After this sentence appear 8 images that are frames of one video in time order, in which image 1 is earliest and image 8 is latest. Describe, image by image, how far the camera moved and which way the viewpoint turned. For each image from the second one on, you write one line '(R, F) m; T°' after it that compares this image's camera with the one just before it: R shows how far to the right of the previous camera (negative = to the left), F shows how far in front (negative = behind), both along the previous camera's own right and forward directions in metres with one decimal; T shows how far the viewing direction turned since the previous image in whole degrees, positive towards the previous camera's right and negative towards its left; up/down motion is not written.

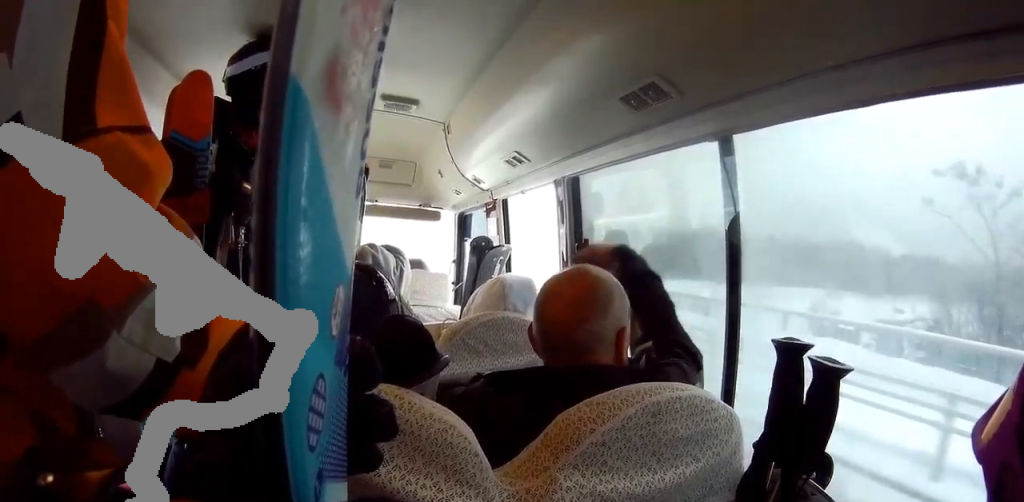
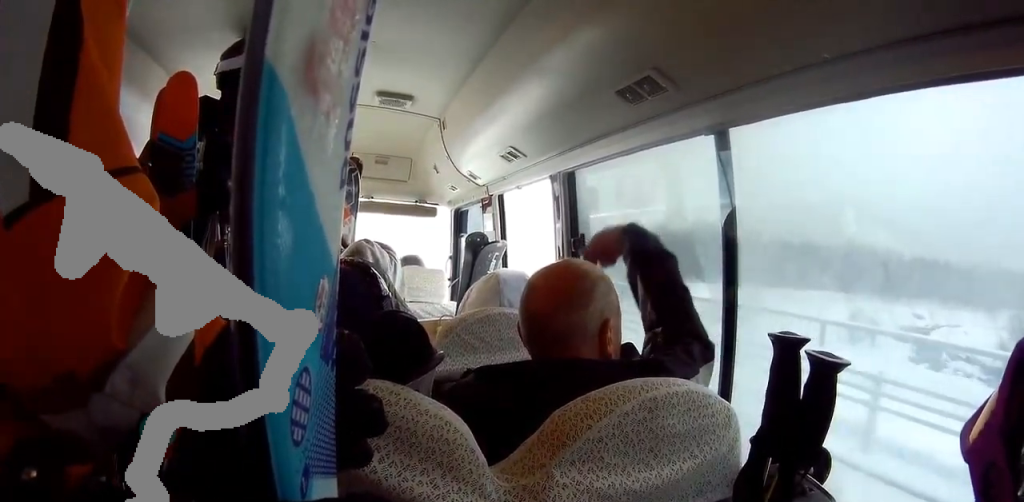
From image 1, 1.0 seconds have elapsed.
(+0.3, +10.8) m; +1°
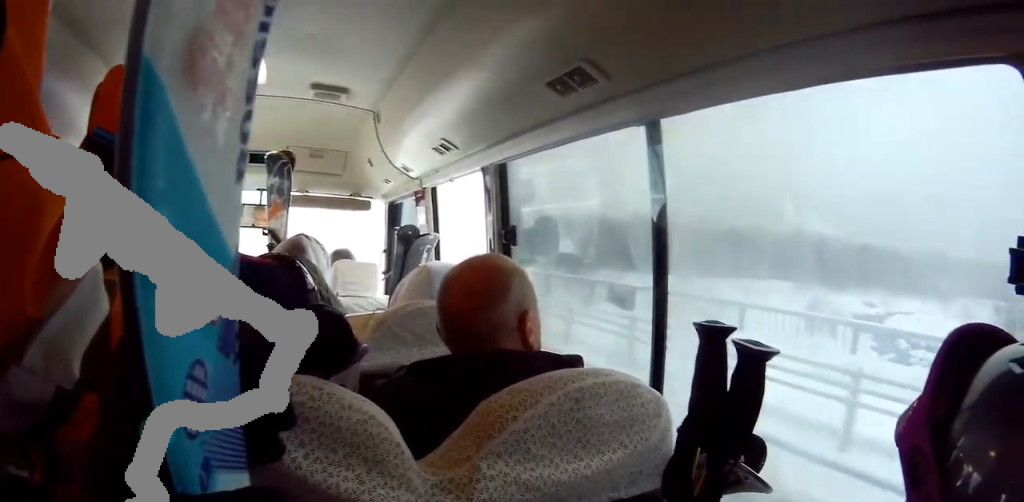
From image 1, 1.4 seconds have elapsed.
(+0.4, +4.4) m; 0°
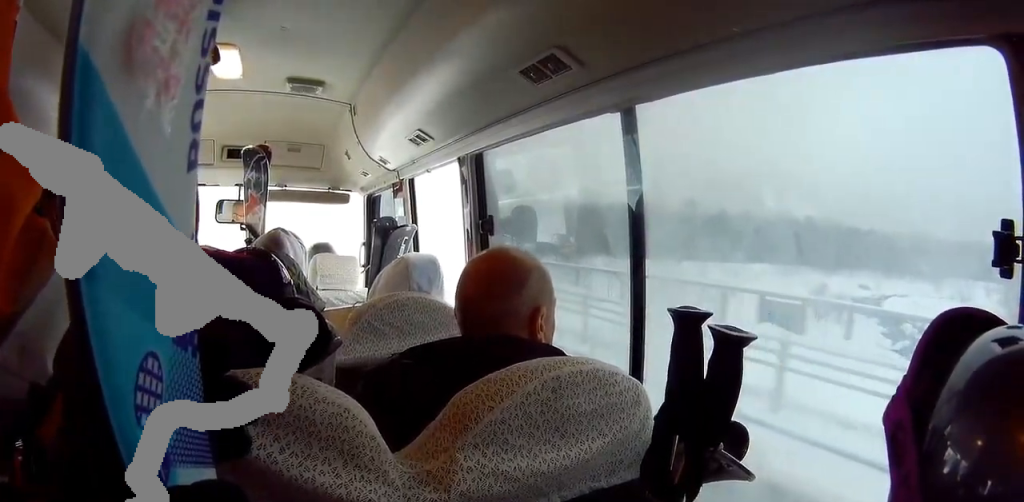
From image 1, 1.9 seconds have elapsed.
(-0.4, +5.1) m; 0°
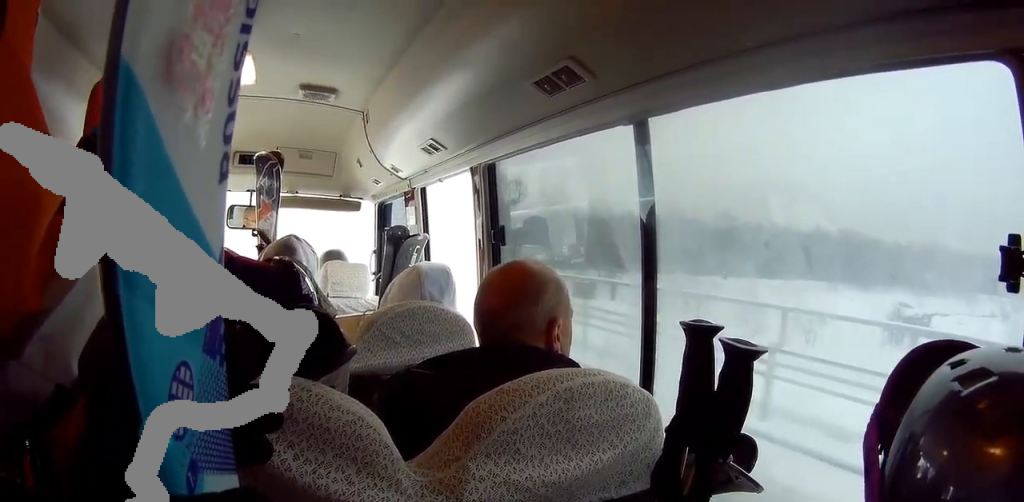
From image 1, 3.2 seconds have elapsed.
(+0.1, +13.5) m; -2°
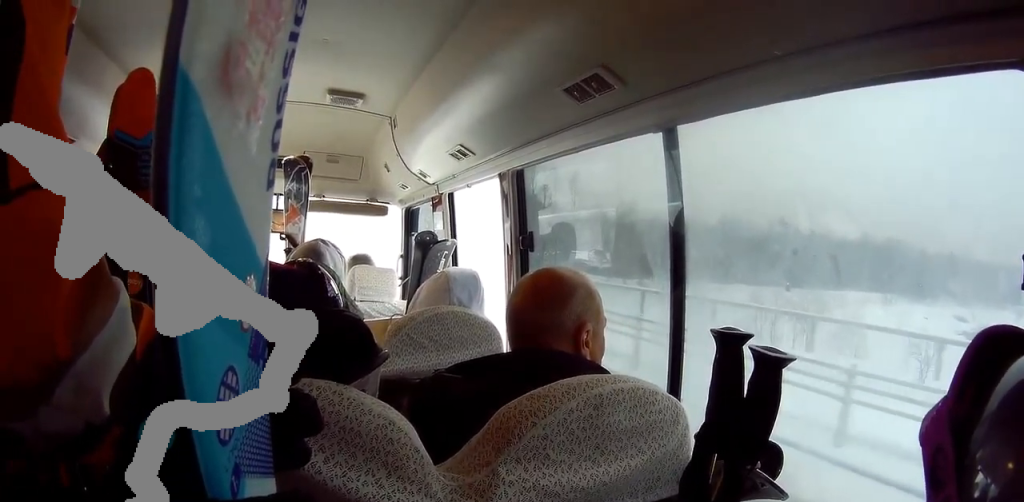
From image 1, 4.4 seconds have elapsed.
(-1.0, +12.6) m; 0°
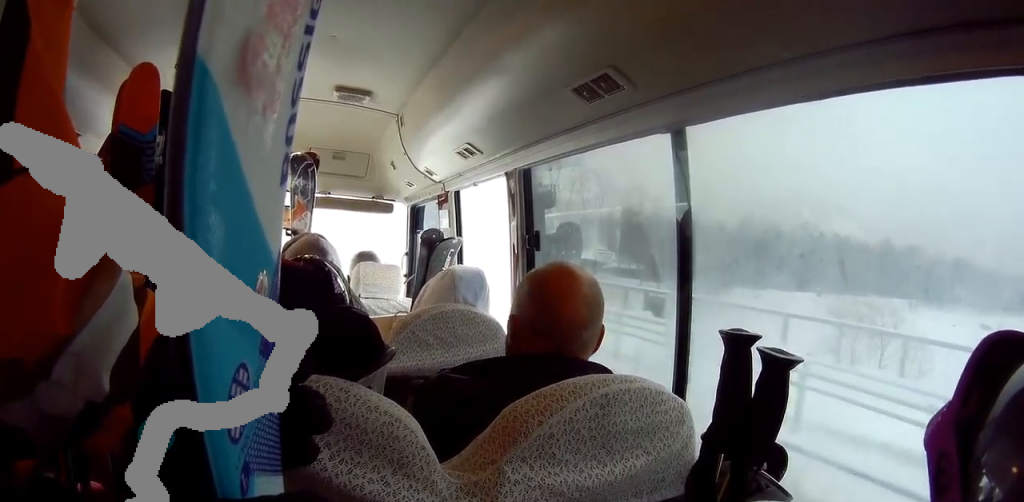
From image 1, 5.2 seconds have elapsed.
(+1.0, +9.3) m; +2°
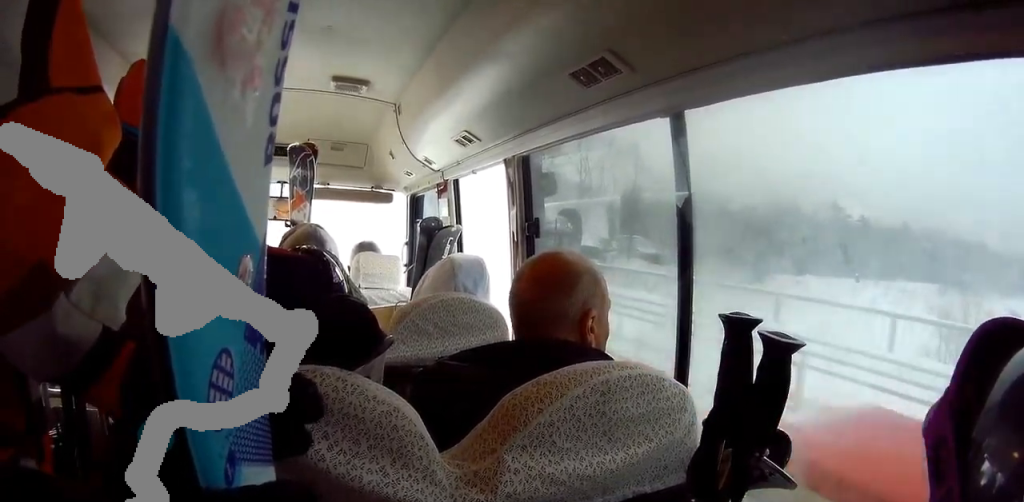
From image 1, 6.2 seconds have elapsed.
(-0.4, +10.0) m; -1°
